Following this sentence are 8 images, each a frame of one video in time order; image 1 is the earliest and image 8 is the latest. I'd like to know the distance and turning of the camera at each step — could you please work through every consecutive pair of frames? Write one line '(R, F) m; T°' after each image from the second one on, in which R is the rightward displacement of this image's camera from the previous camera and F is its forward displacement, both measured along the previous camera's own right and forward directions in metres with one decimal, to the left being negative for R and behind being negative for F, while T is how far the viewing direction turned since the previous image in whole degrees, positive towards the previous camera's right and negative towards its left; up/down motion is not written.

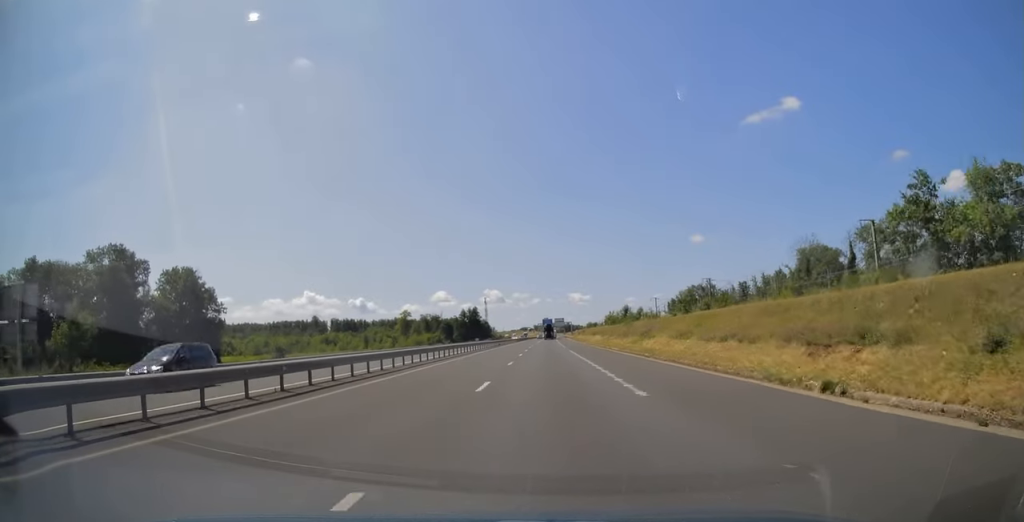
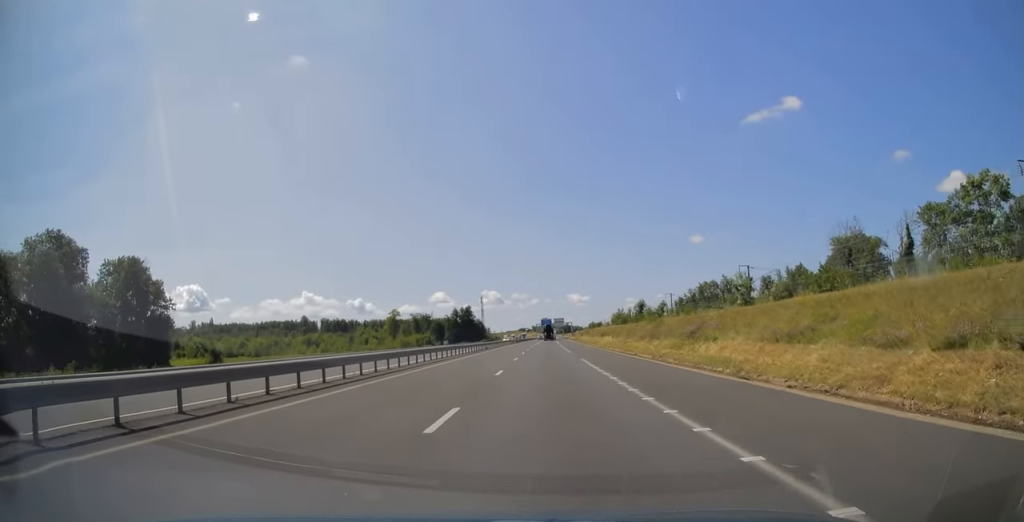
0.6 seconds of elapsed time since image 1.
(0.0, +18.9) m; 0°
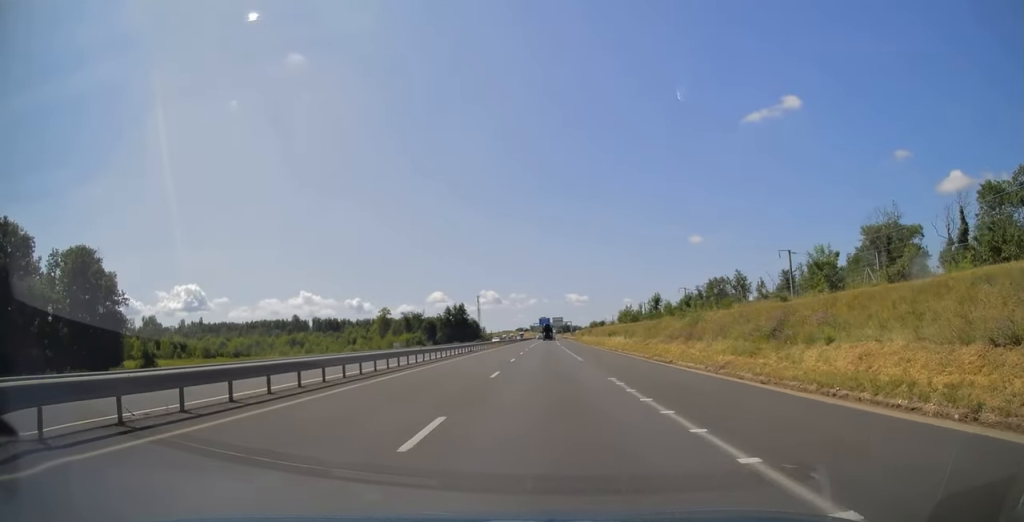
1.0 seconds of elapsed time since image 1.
(0.0, +13.8) m; 0°
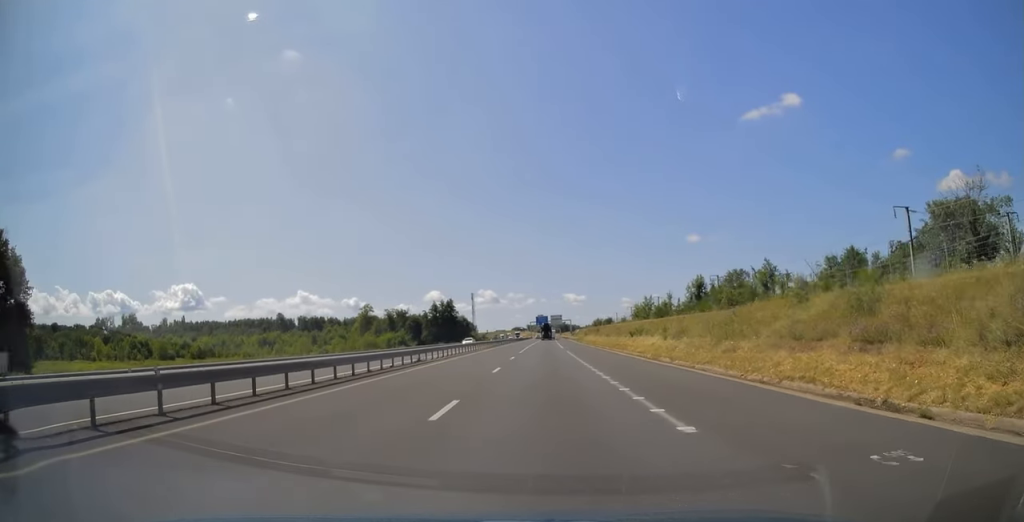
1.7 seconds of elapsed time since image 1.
(0.0, +22.7) m; 0°
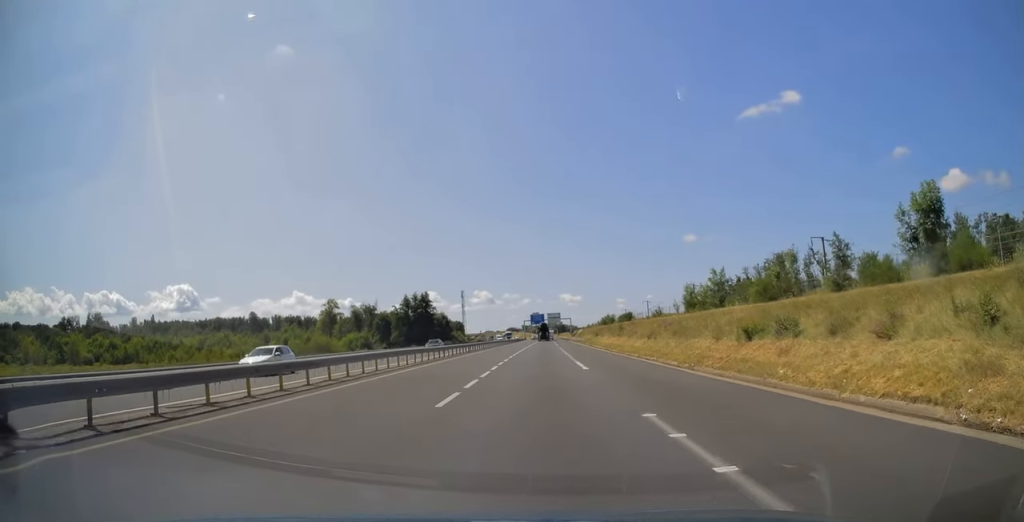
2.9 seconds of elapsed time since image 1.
(0.0, +35.8) m; 0°
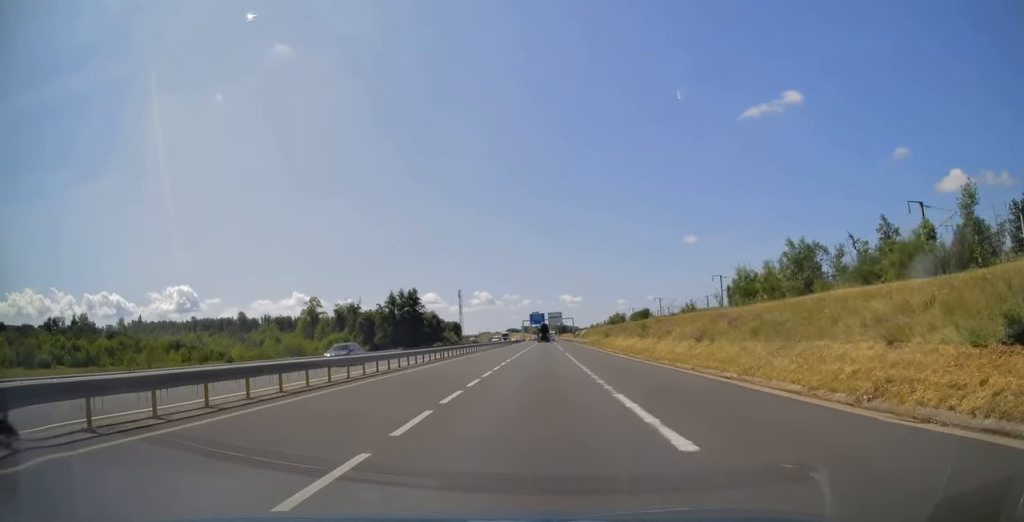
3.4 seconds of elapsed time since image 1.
(+0.1, +15.9) m; 0°
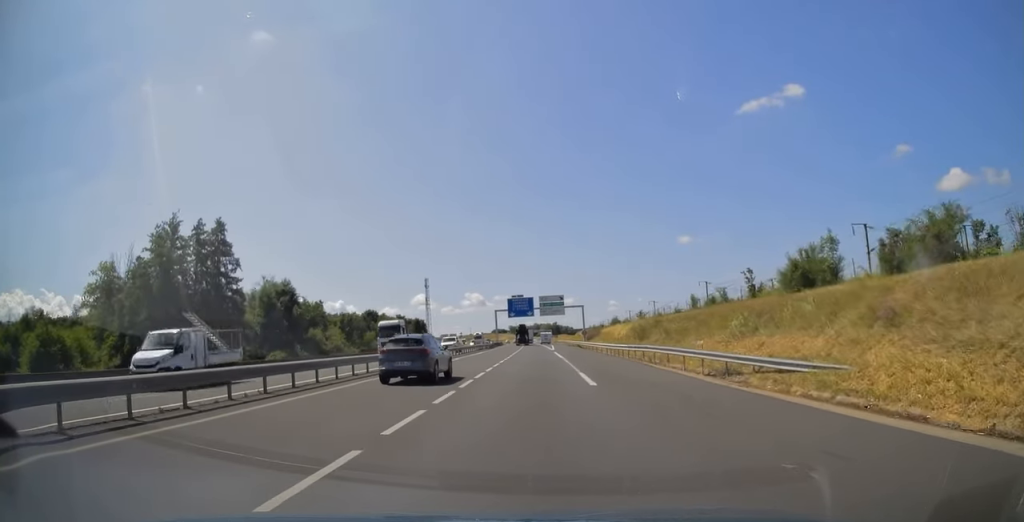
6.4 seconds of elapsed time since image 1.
(+0.5, +91.5) m; +1°
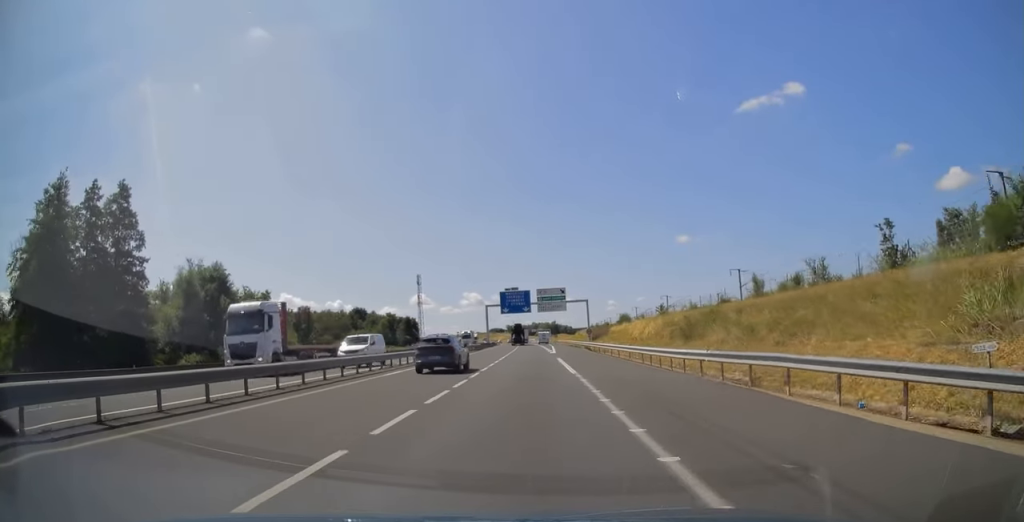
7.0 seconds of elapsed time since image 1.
(0.0, +16.7) m; 0°
